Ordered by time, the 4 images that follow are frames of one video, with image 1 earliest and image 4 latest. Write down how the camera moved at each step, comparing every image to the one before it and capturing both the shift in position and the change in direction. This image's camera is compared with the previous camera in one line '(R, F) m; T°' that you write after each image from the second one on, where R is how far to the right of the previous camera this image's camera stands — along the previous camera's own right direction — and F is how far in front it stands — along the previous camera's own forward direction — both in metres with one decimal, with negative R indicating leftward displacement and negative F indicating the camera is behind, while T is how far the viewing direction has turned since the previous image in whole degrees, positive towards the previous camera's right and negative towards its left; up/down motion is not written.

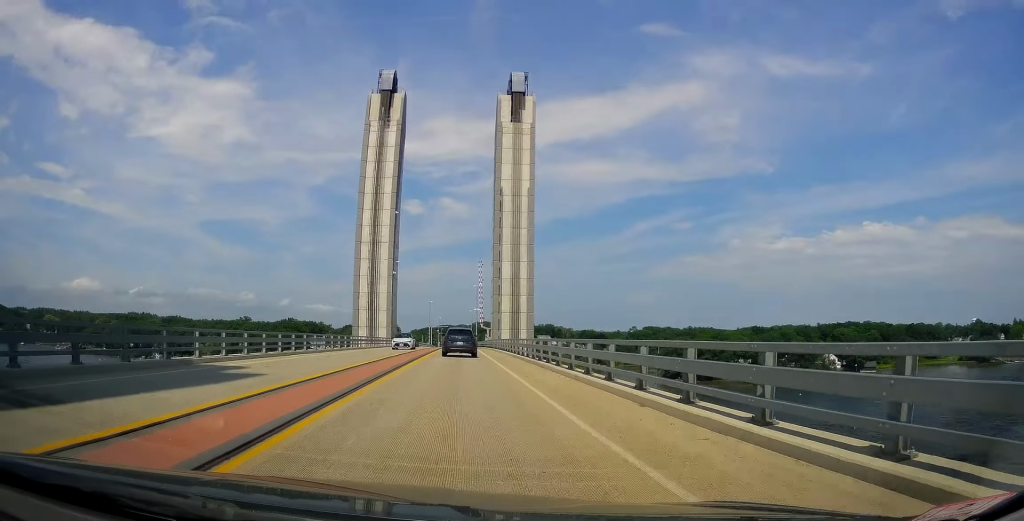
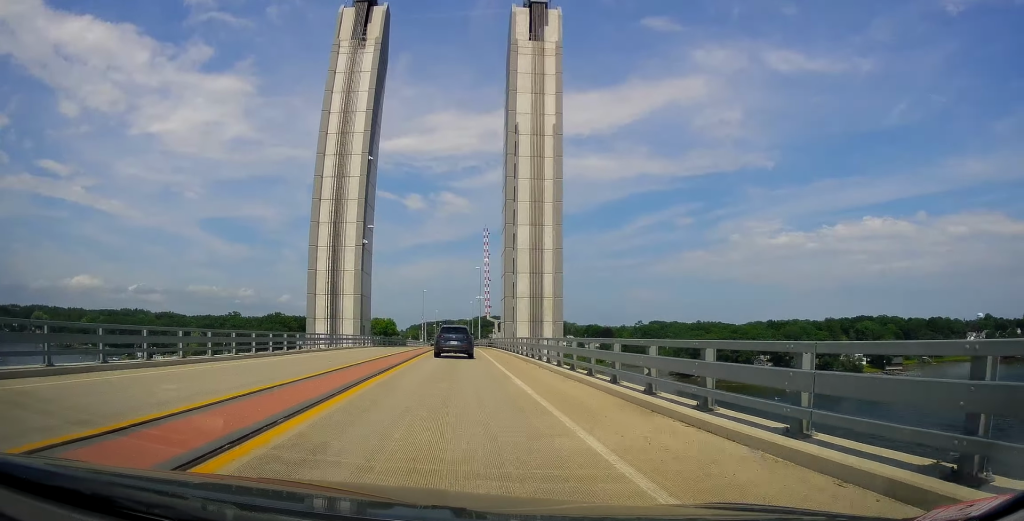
(0.0, +26.3) m; 0°
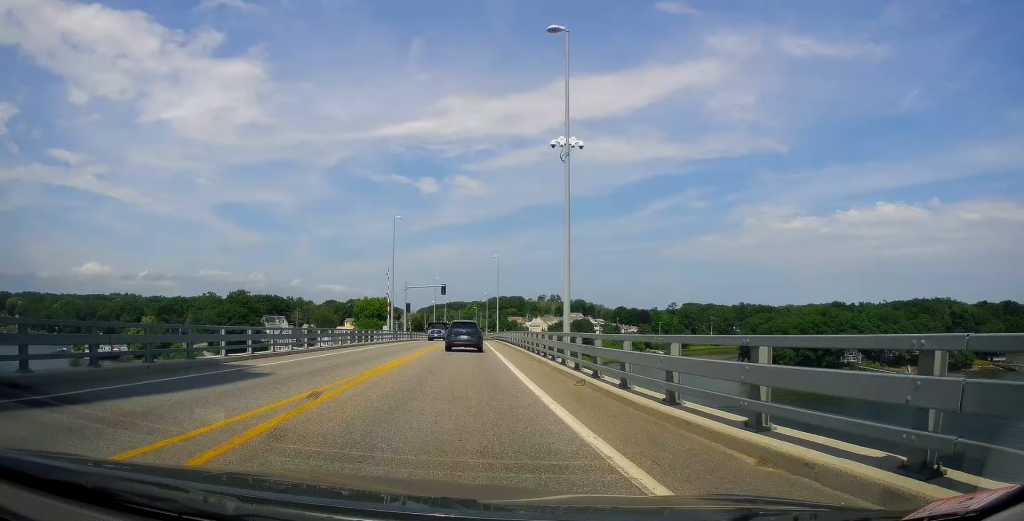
(+0.1, +76.2) m; 0°
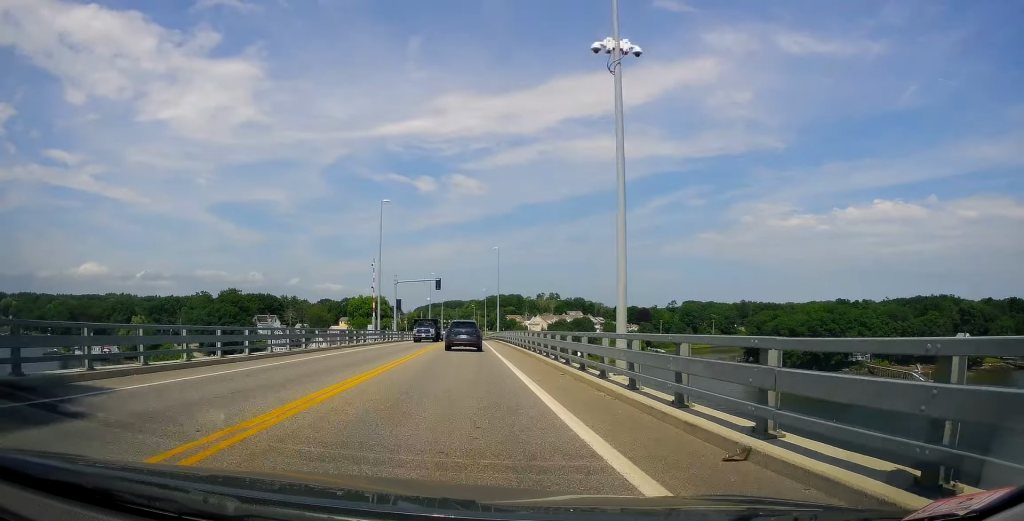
(+0.3, +7.3) m; +1°
